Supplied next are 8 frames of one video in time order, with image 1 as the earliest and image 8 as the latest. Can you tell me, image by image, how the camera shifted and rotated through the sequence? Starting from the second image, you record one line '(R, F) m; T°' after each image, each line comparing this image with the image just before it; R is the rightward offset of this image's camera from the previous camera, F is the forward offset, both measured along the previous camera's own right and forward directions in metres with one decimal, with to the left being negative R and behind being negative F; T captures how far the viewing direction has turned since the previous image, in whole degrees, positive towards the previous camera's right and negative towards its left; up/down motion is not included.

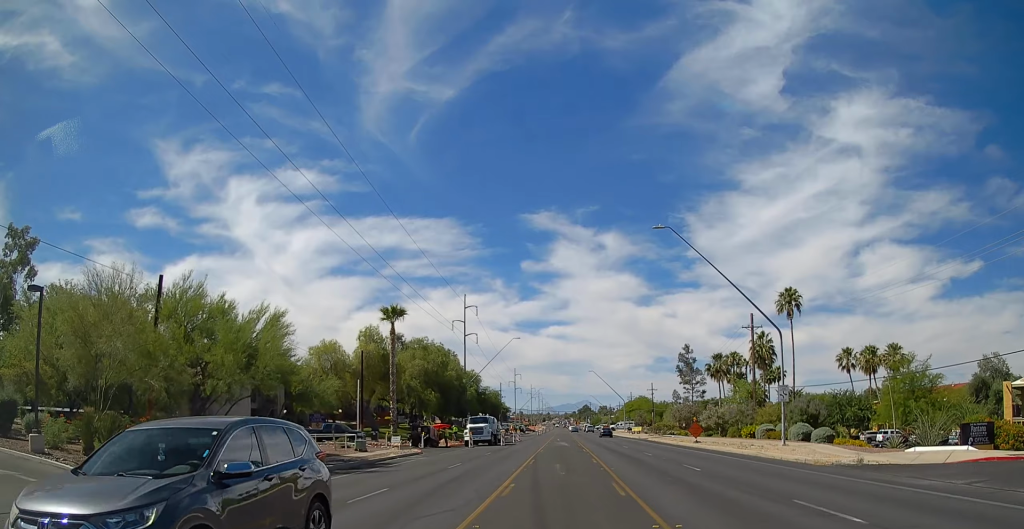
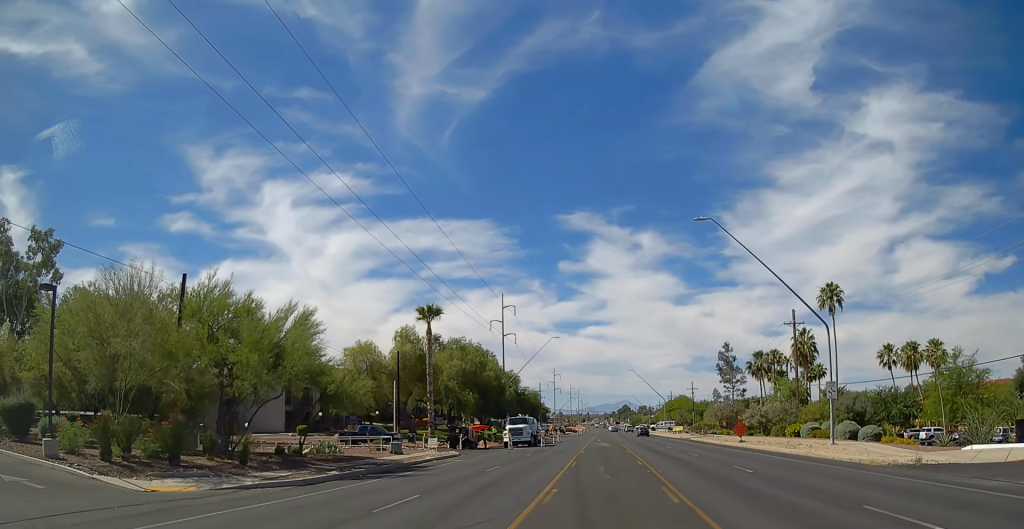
(0.0, +0.7) m; -3°
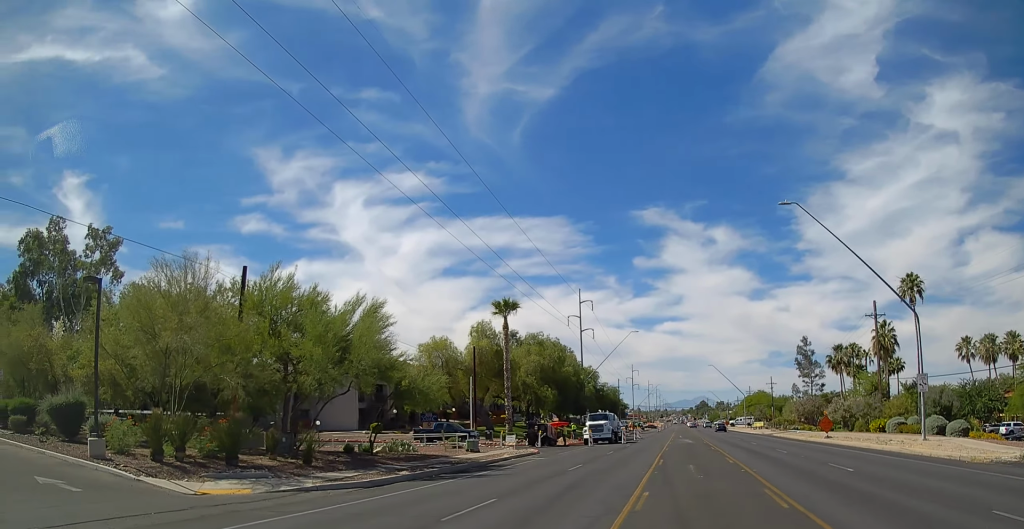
(0.0, +0.9) m; -6°
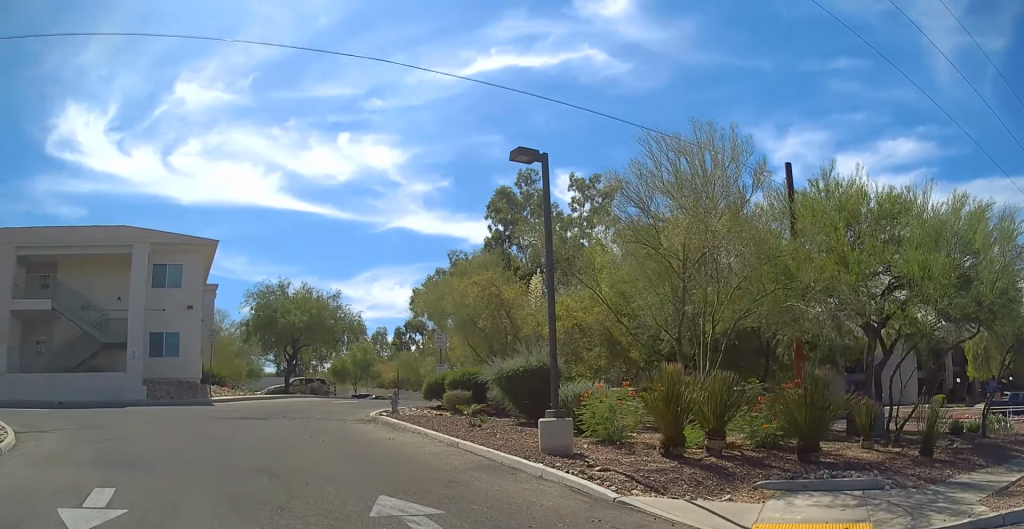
(-4.2, +7.6) m; -49°
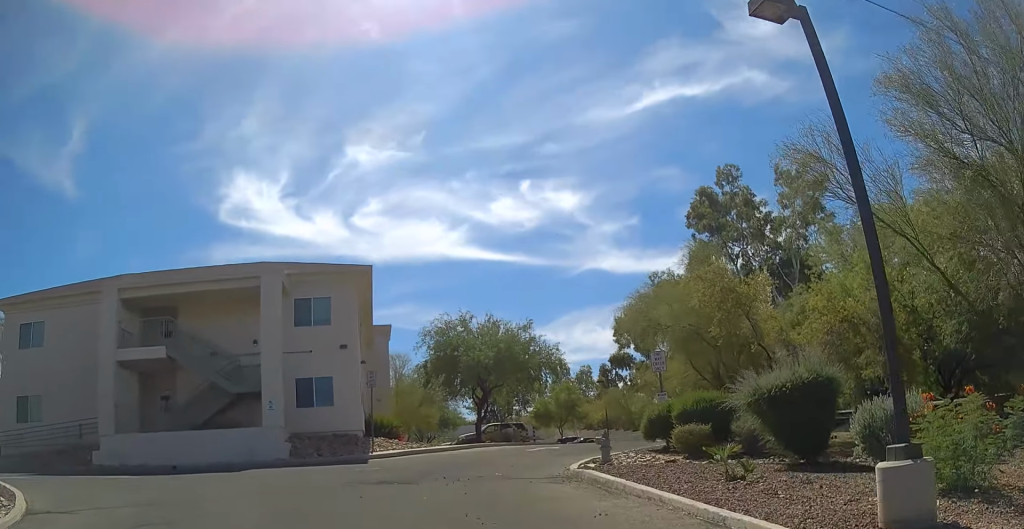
(-0.6, +6.0) m; -13°
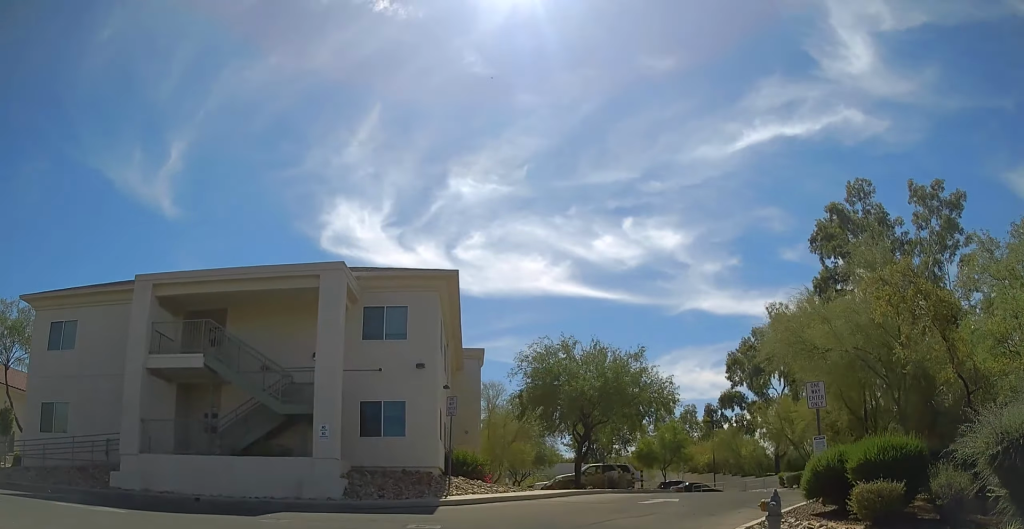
(-0.5, +4.9) m; -8°
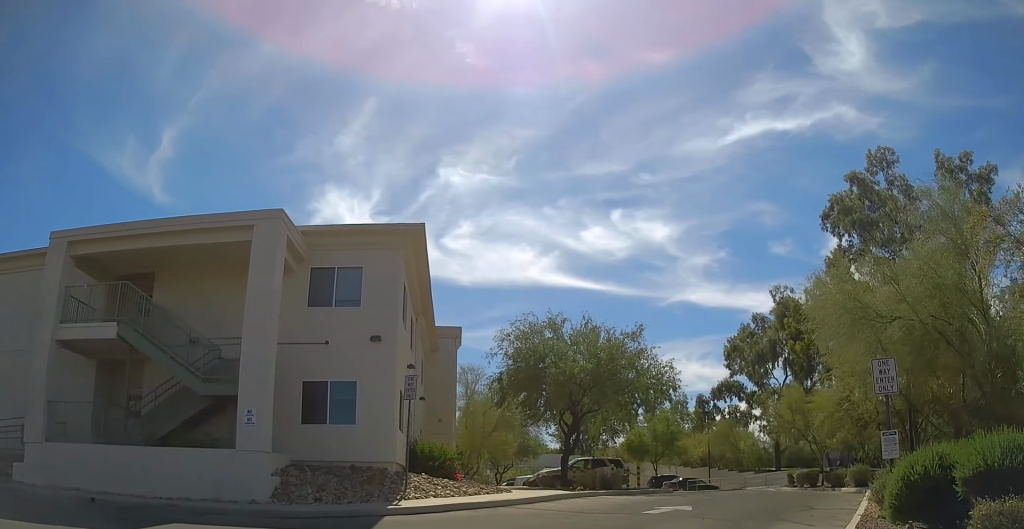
(-0.2, +4.1) m; +3°
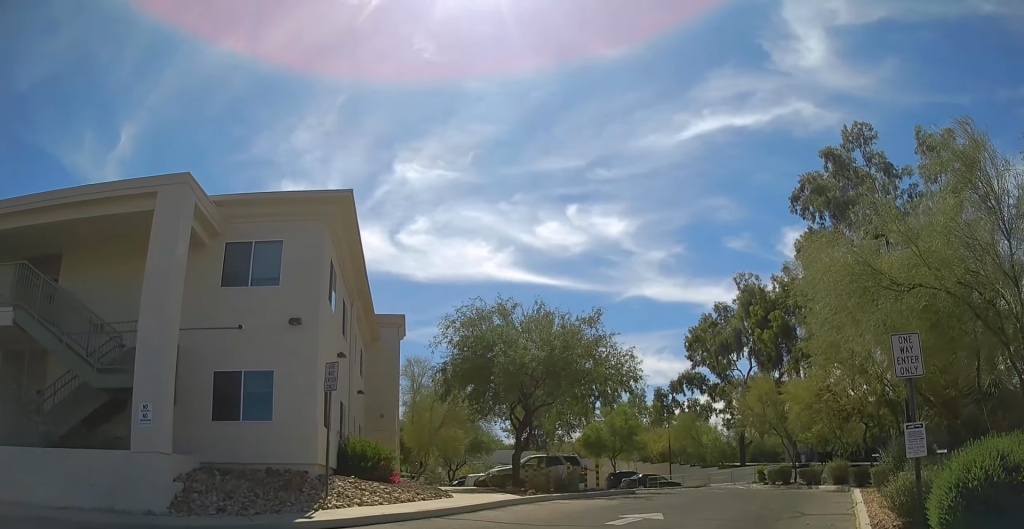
(0.0, +2.4) m; +2°
